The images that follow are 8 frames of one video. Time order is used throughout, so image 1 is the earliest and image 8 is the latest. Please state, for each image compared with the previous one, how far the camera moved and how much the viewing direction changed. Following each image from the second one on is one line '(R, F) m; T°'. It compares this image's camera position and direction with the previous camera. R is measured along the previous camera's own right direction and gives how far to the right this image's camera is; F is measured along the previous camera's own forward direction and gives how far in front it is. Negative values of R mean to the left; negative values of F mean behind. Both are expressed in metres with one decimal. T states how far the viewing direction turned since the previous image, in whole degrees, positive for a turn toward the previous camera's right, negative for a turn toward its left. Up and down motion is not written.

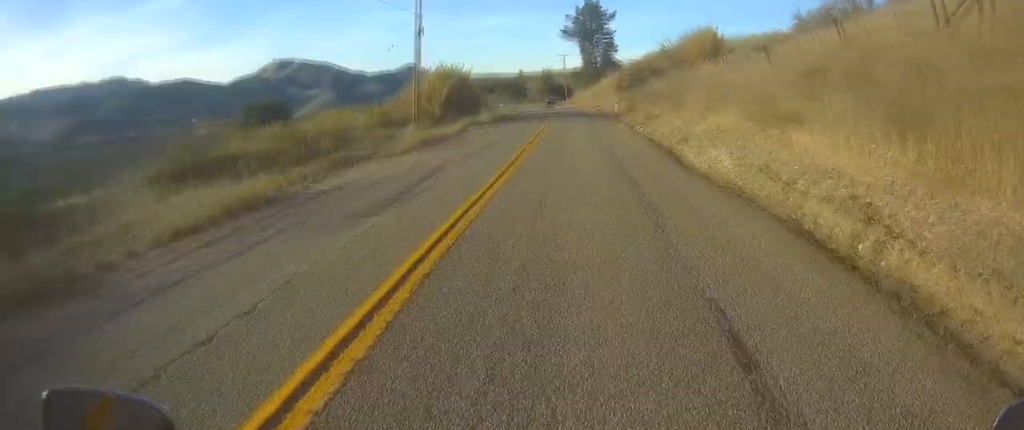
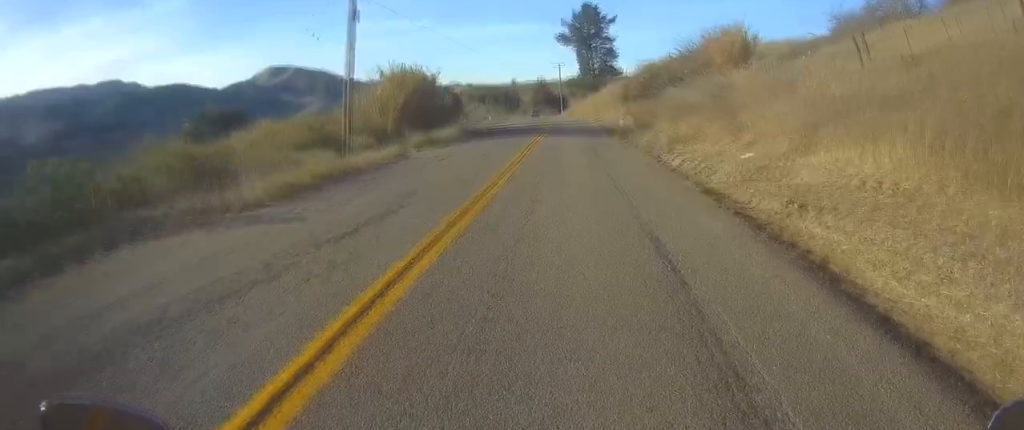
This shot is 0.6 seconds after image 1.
(-0.1, +12.3) m; -1°
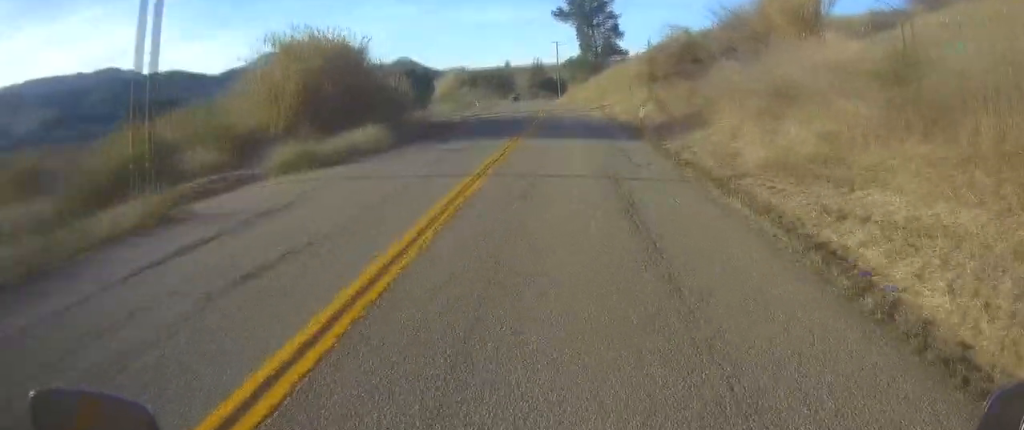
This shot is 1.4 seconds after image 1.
(-0.3, +15.4) m; -2°
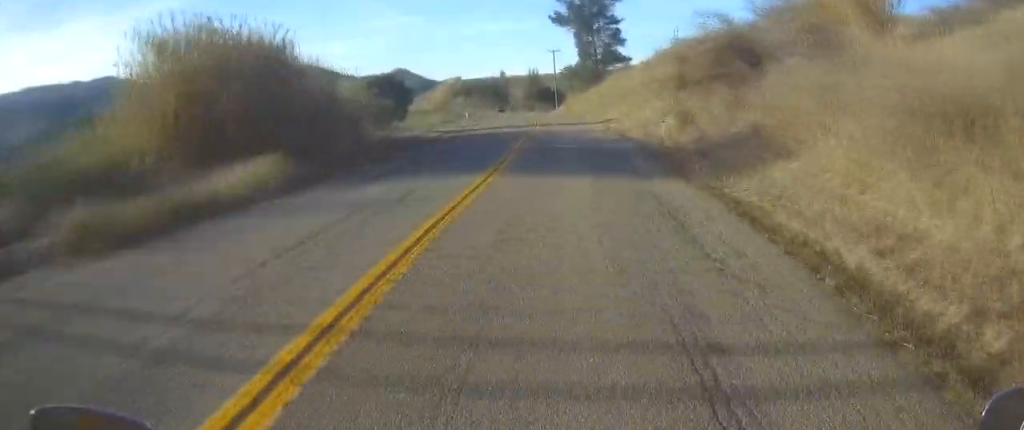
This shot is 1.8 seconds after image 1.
(-0.1, +8.7) m; 0°
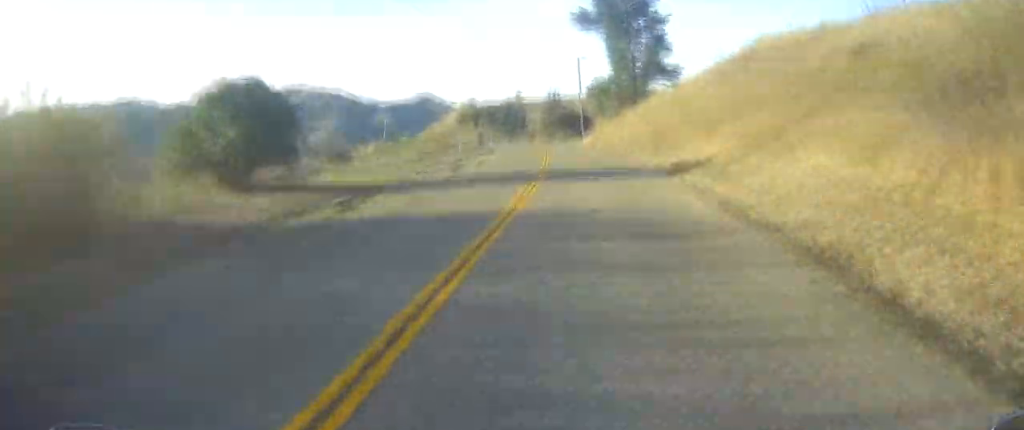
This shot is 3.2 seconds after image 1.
(-0.2, +27.5) m; -1°
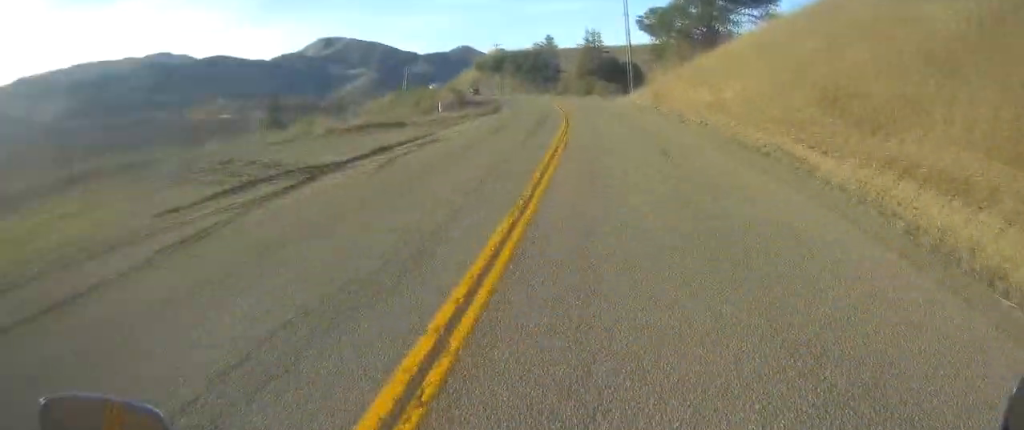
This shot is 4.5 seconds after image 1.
(-0.4, +26.9) m; -1°
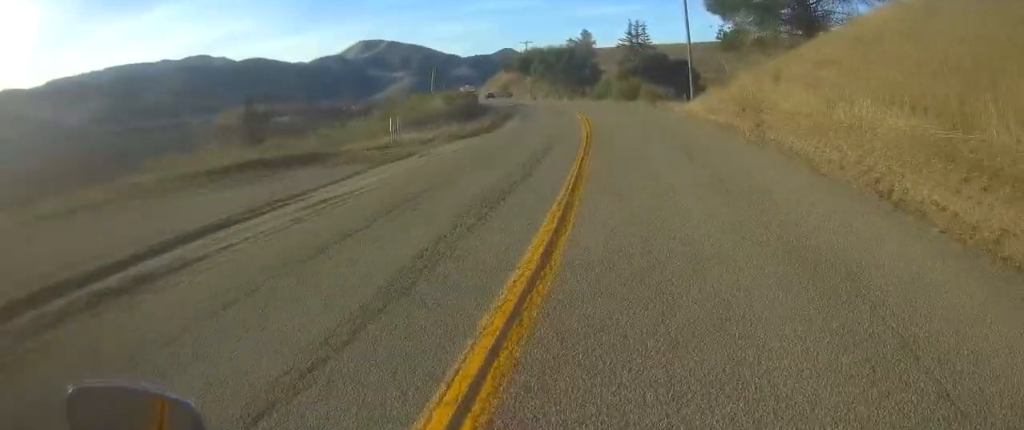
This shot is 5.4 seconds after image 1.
(0.0, +18.3) m; 0°
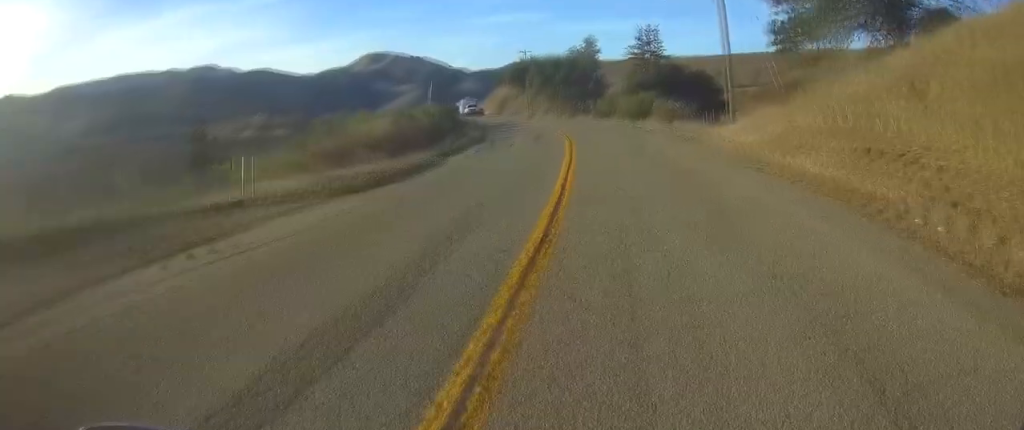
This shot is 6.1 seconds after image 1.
(0.0, +13.2) m; 0°
